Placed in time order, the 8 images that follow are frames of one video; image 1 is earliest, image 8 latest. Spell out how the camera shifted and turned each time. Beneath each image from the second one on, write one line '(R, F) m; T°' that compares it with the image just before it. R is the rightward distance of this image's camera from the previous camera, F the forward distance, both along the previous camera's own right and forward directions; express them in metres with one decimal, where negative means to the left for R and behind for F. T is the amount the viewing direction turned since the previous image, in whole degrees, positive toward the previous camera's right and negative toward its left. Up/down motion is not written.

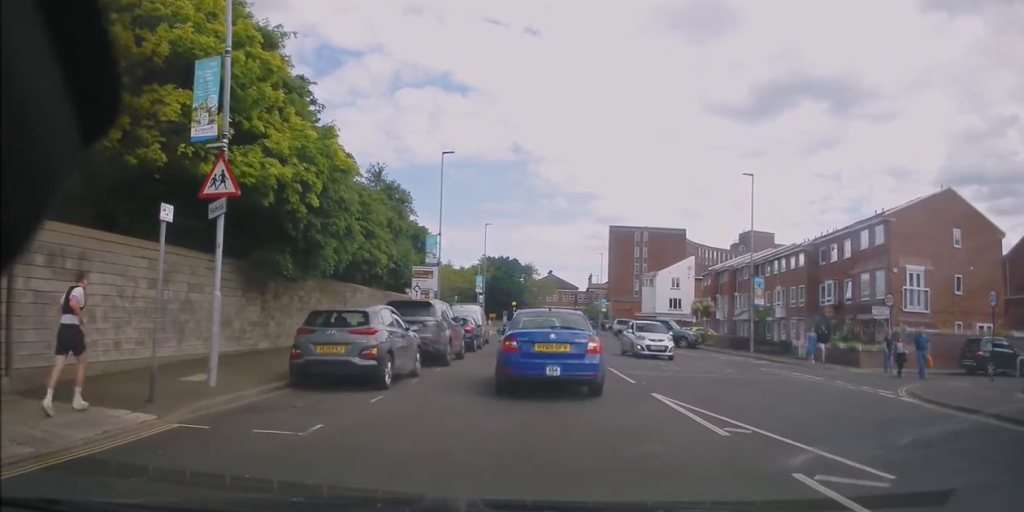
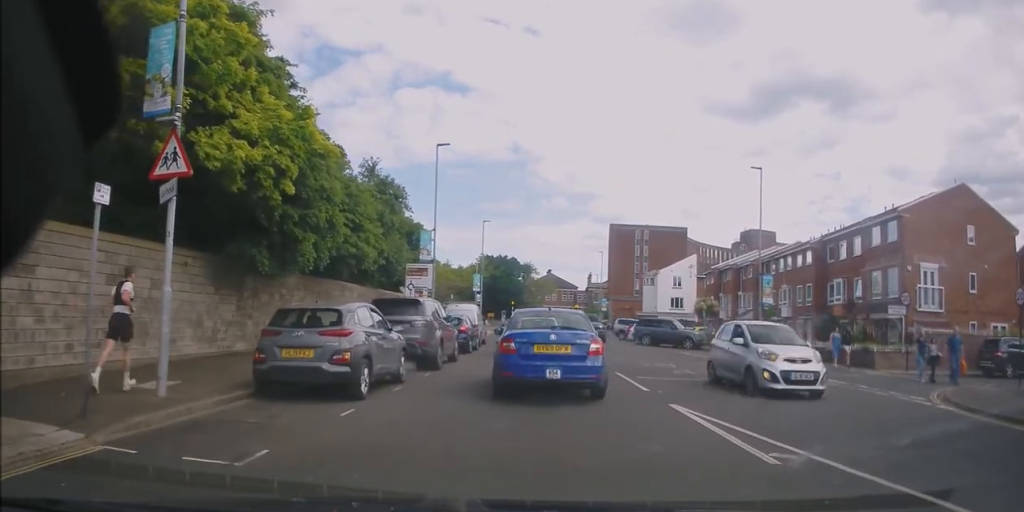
(+0.3, +1.7) m; +4°
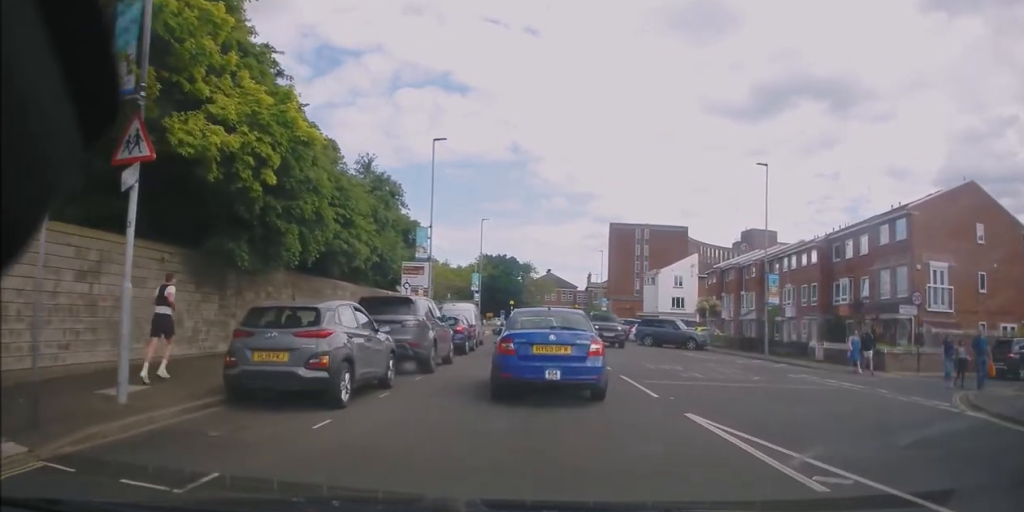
(0.0, +1.2) m; +1°
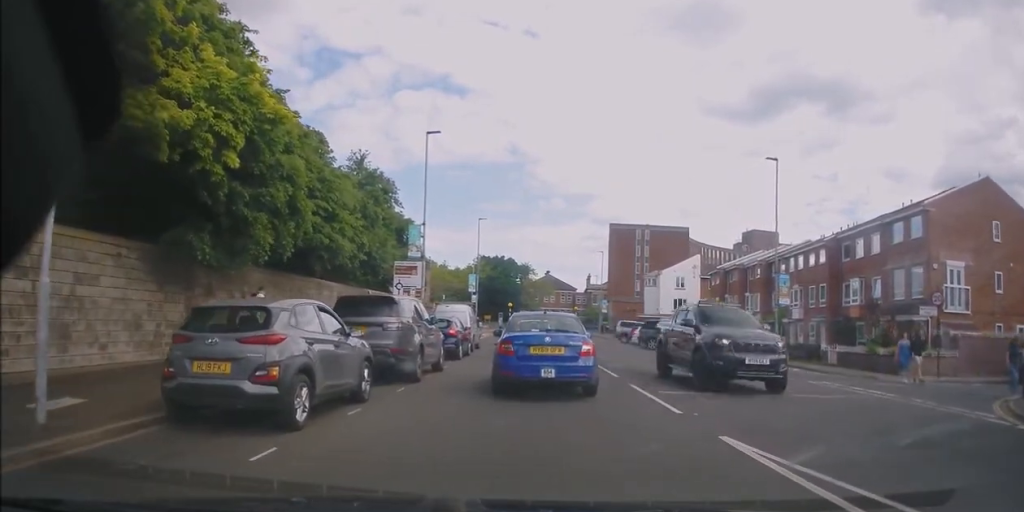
(0.0, +2.3) m; -3°
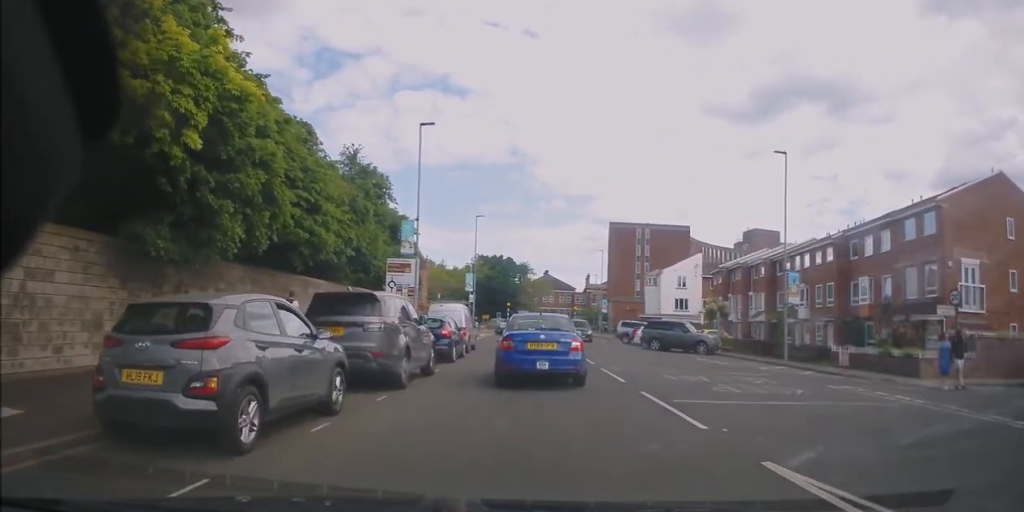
(-0.3, +1.4) m; -4°
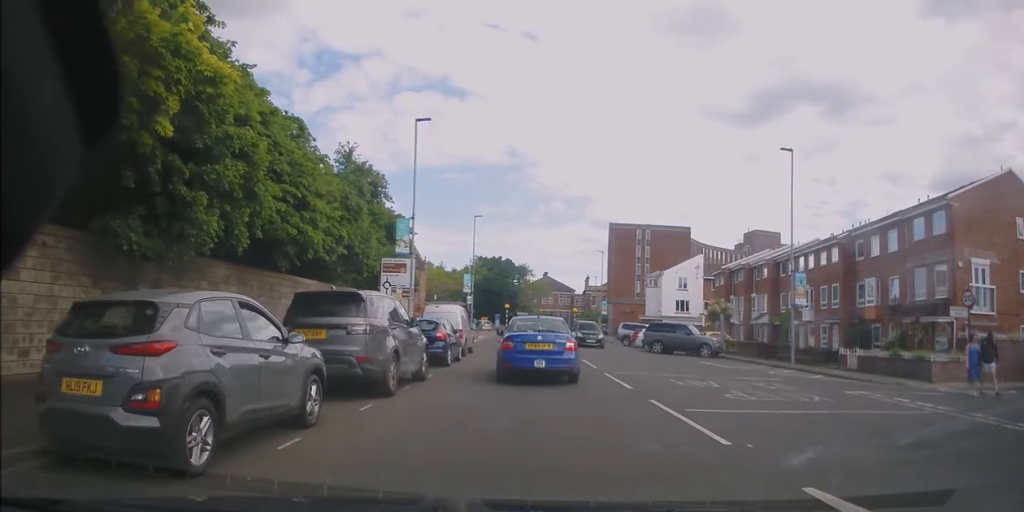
(+0.1, +1.2) m; +2°
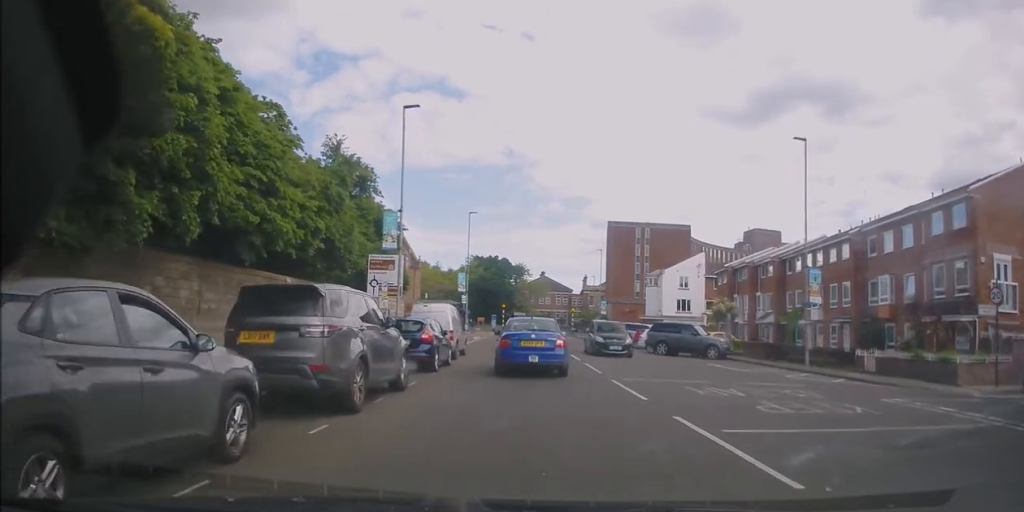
(+0.1, +2.0) m; +4°
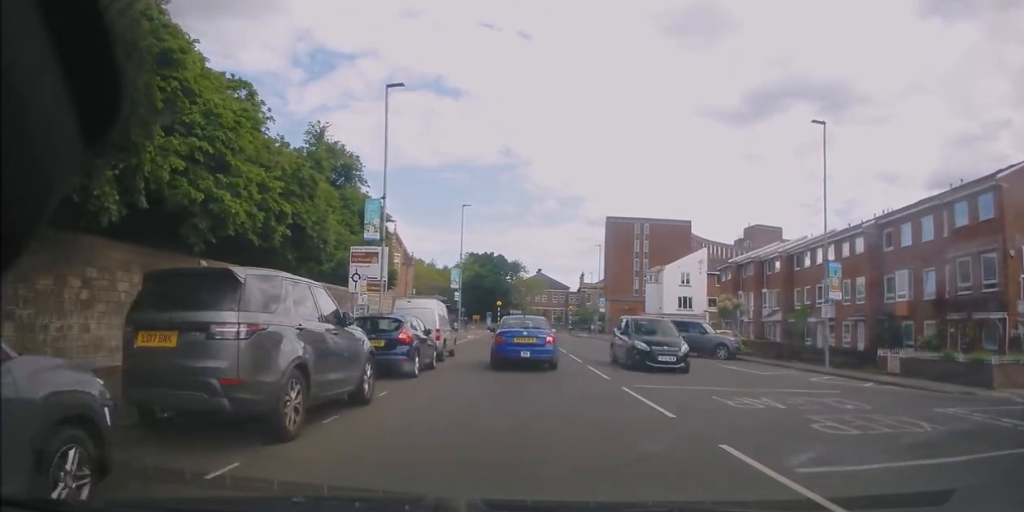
(0.0, +2.2) m; +1°
